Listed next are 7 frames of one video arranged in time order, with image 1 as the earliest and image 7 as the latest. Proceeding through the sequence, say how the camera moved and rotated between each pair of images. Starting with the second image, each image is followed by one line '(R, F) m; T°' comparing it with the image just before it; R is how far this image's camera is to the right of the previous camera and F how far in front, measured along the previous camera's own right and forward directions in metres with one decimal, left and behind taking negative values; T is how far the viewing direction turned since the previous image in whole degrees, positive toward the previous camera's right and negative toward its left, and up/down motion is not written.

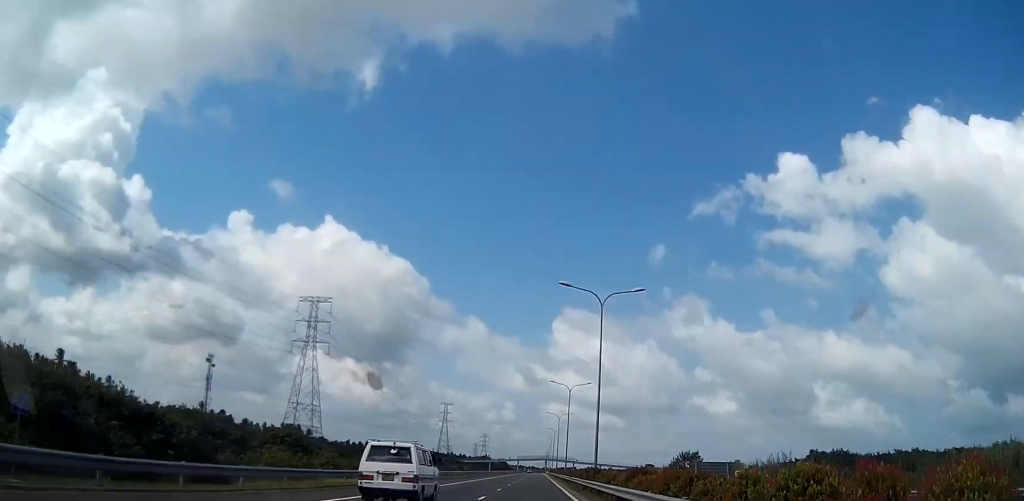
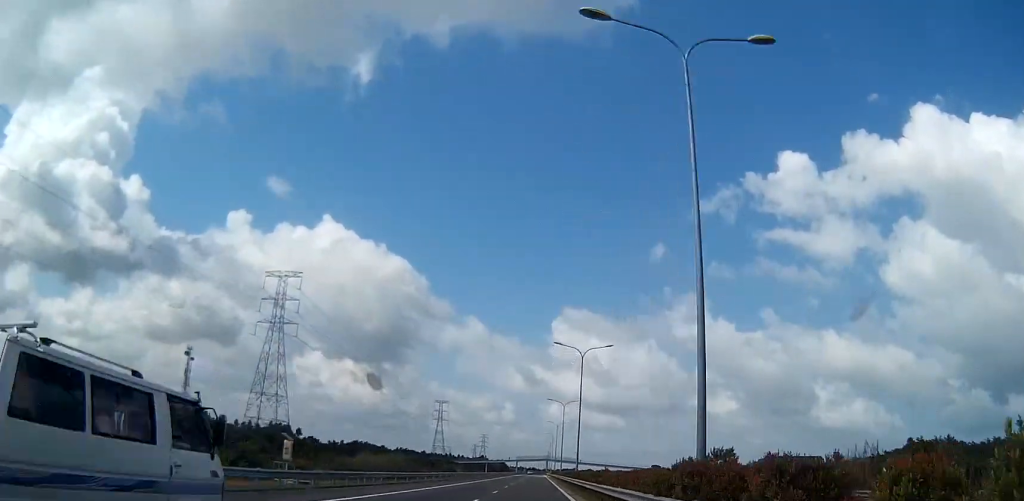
(0.0, +26.5) m; 0°
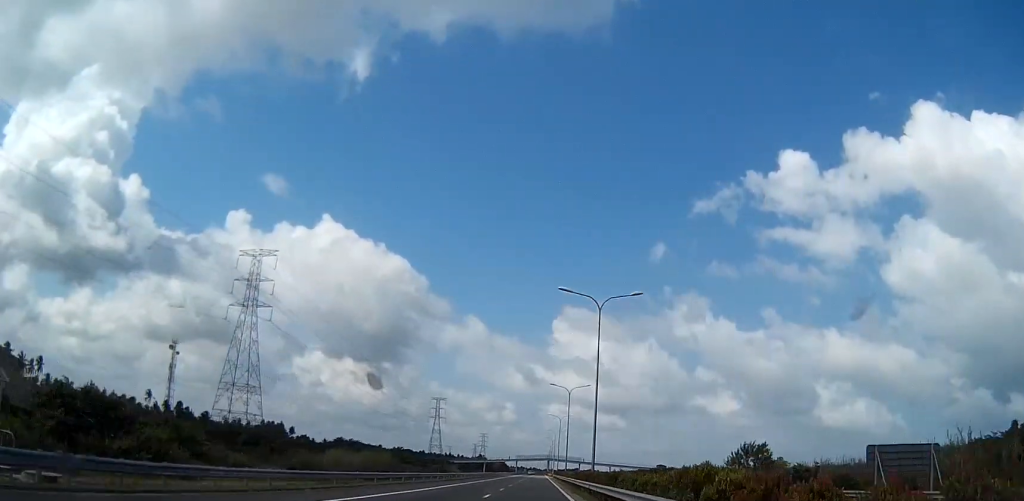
(+0.1, +17.7) m; 0°
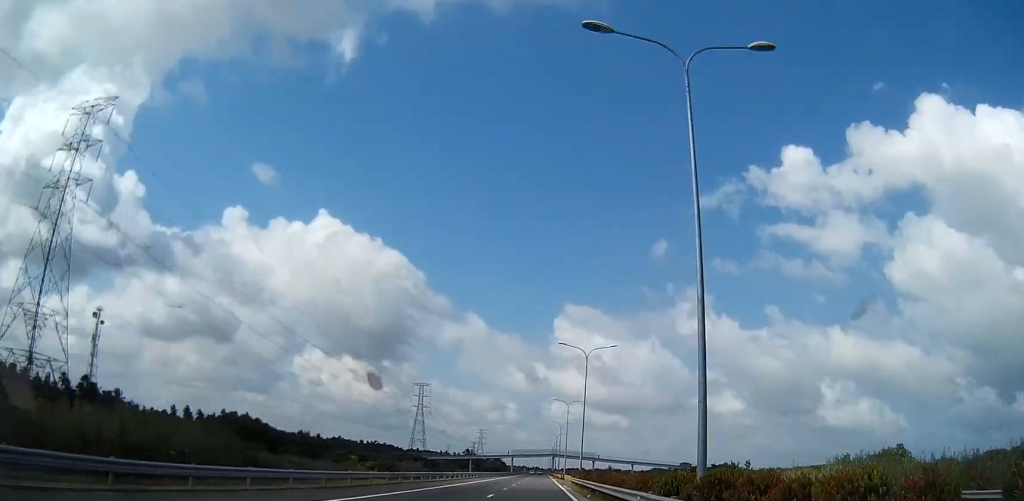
(-0.9, +72.5) m; 0°
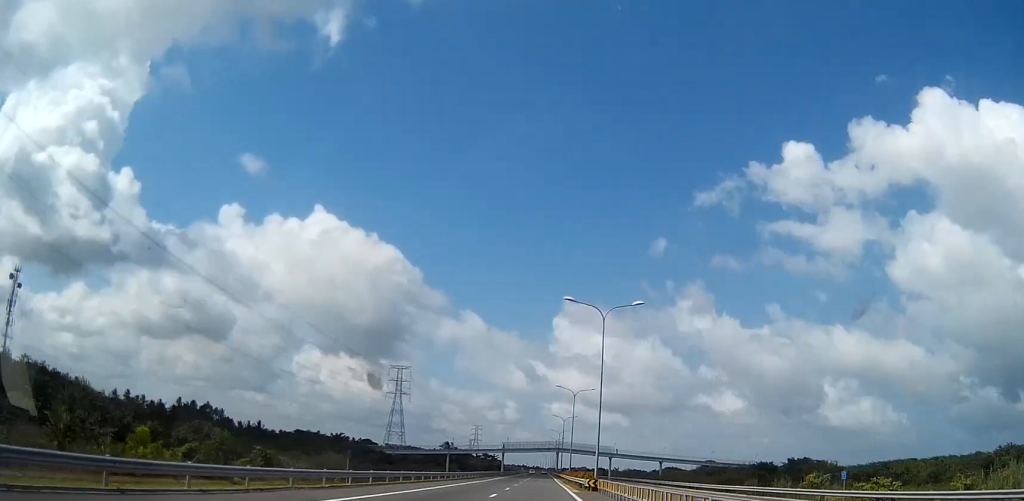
(+0.9, +60.7) m; 0°
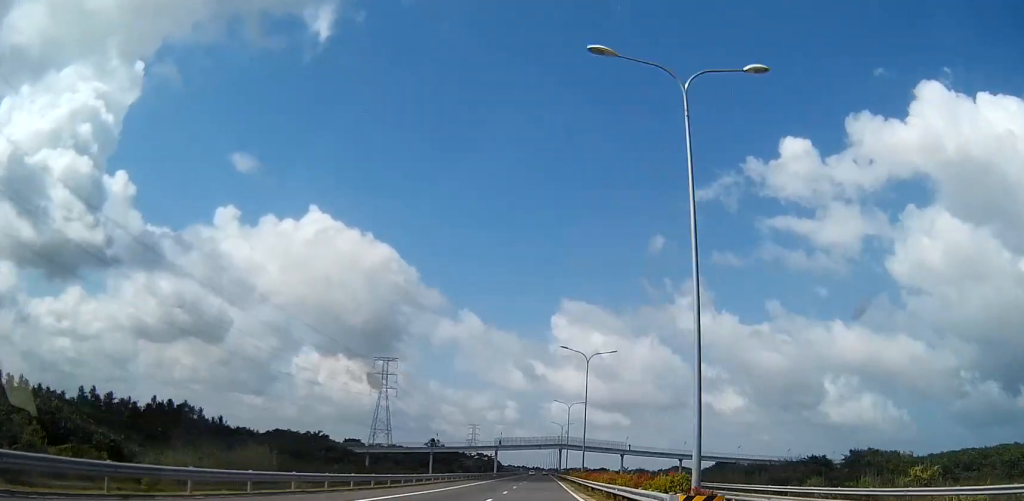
(0.0, +28.1) m; -1°
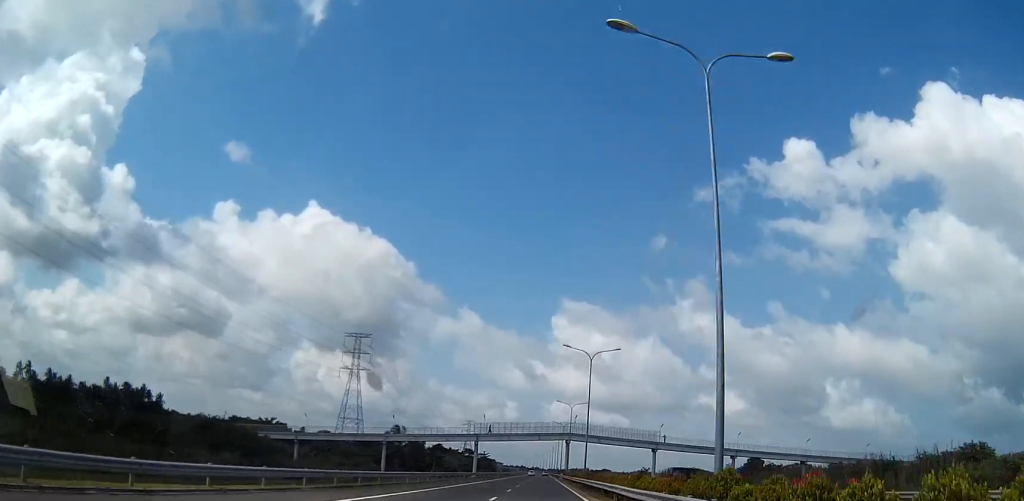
(-0.6, +47.5) m; 0°
